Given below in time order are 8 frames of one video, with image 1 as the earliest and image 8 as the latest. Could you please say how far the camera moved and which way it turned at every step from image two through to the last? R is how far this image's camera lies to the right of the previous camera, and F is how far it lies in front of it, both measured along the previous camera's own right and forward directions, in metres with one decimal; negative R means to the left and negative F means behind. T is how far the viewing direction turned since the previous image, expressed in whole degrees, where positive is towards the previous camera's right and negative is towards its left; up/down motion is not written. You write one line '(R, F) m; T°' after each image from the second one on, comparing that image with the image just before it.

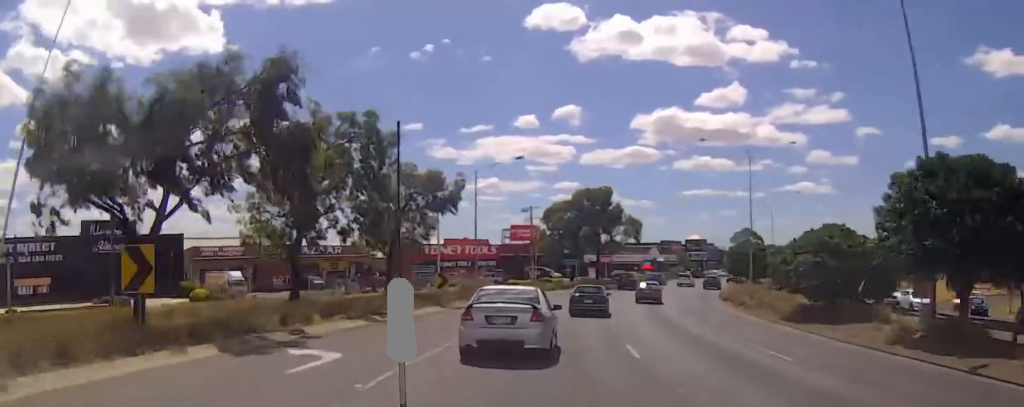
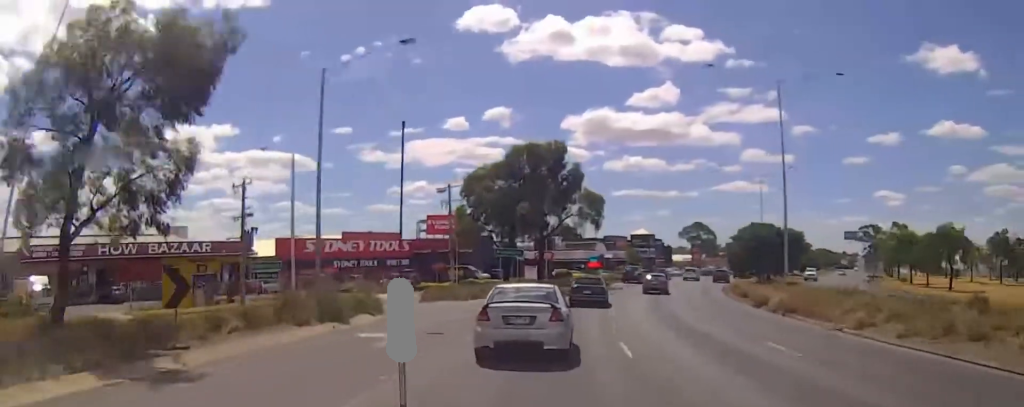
(+0.9, +24.9) m; +2°
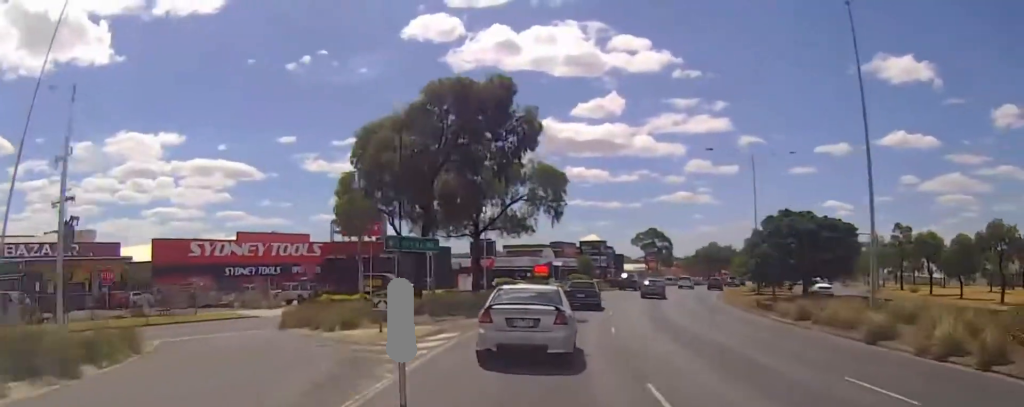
(+0.2, +18.2) m; +3°
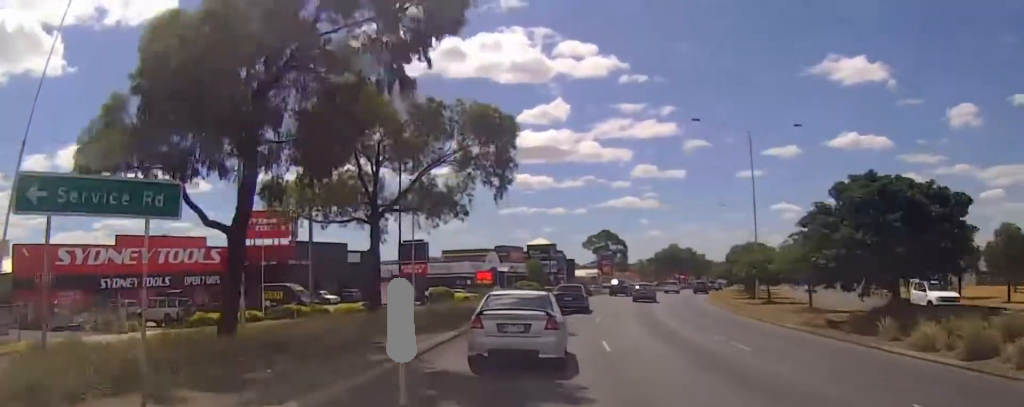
(+0.4, +15.5) m; +5°
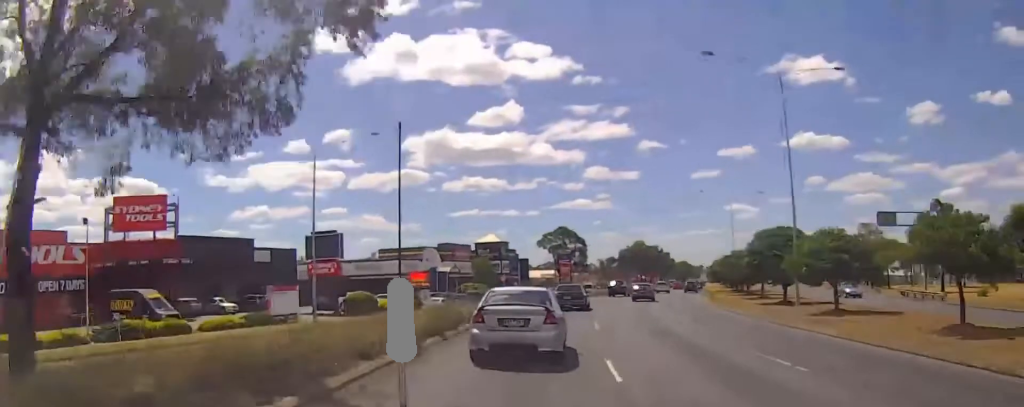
(+1.1, +17.5) m; +8°
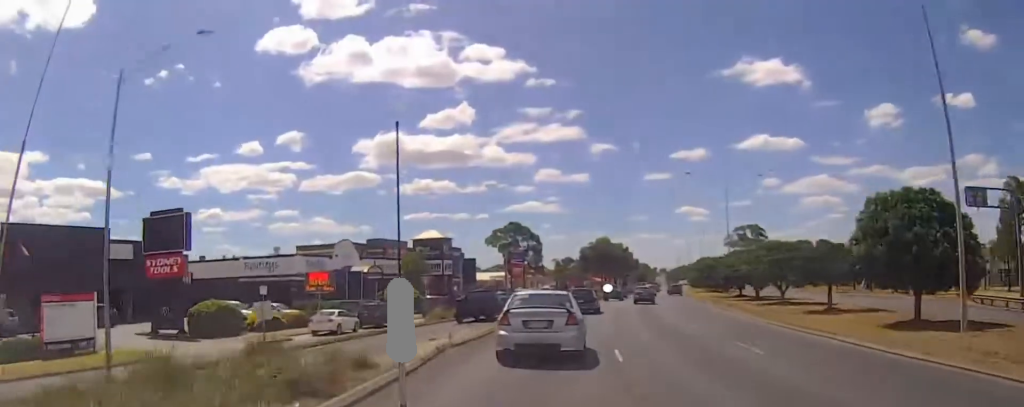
(+1.6, +20.2) m; +4°
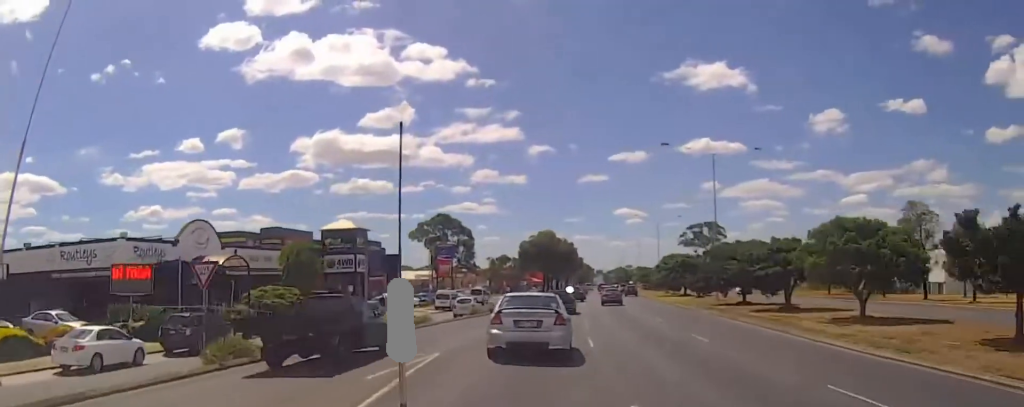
(-0.6, +19.5) m; +4°
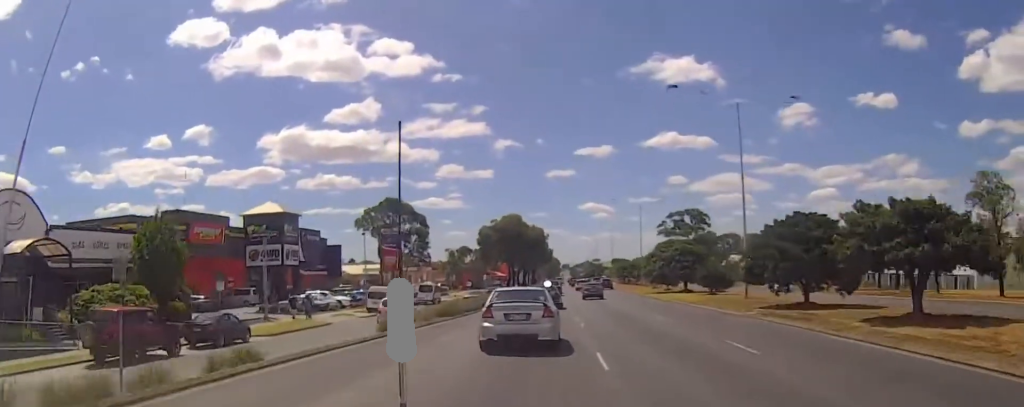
(+1.7, +17.6) m; +4°
